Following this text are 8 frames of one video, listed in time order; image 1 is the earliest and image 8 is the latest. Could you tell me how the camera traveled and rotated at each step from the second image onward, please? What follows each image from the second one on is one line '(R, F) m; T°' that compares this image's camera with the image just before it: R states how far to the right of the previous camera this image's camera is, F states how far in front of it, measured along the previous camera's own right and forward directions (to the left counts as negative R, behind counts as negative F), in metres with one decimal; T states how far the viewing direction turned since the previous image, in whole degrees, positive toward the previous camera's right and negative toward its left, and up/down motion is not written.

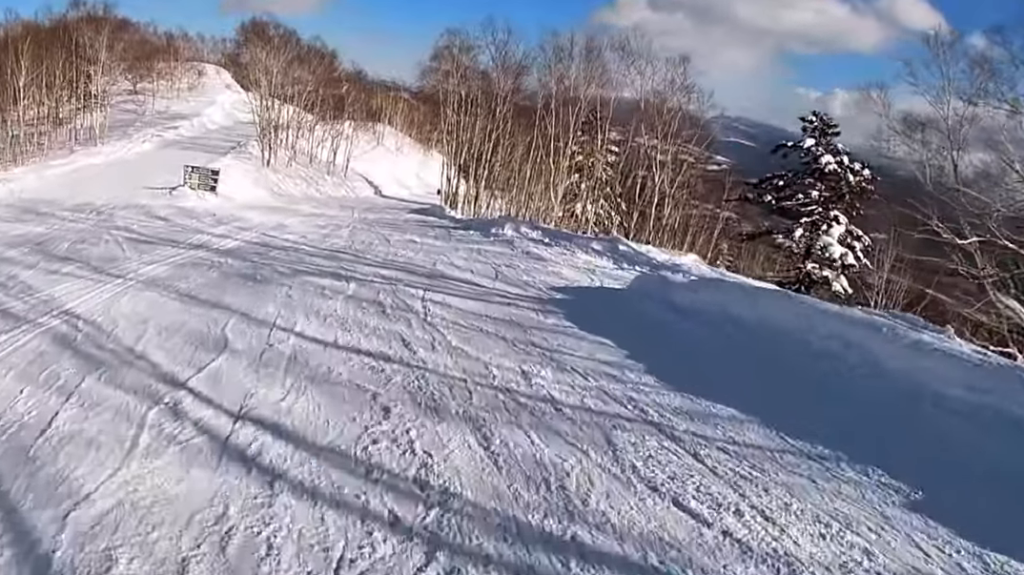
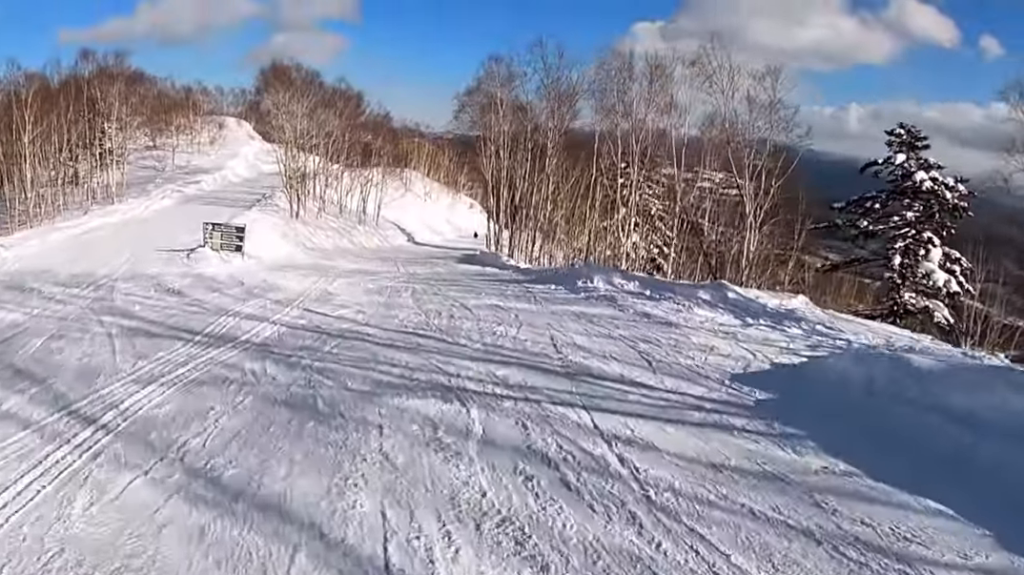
(-0.4, +3.8) m; +2°
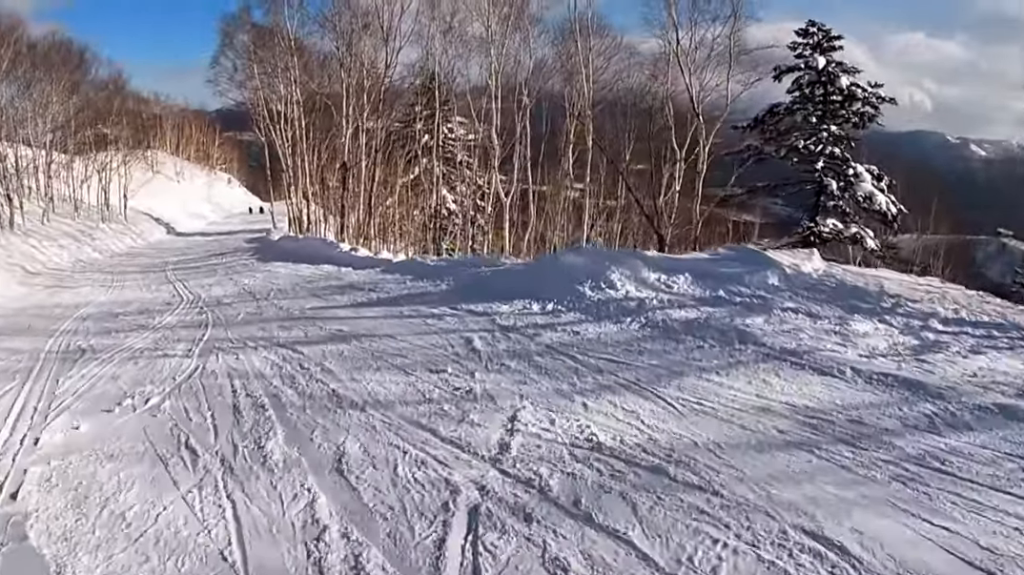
(+2.0, +9.8) m; +3°
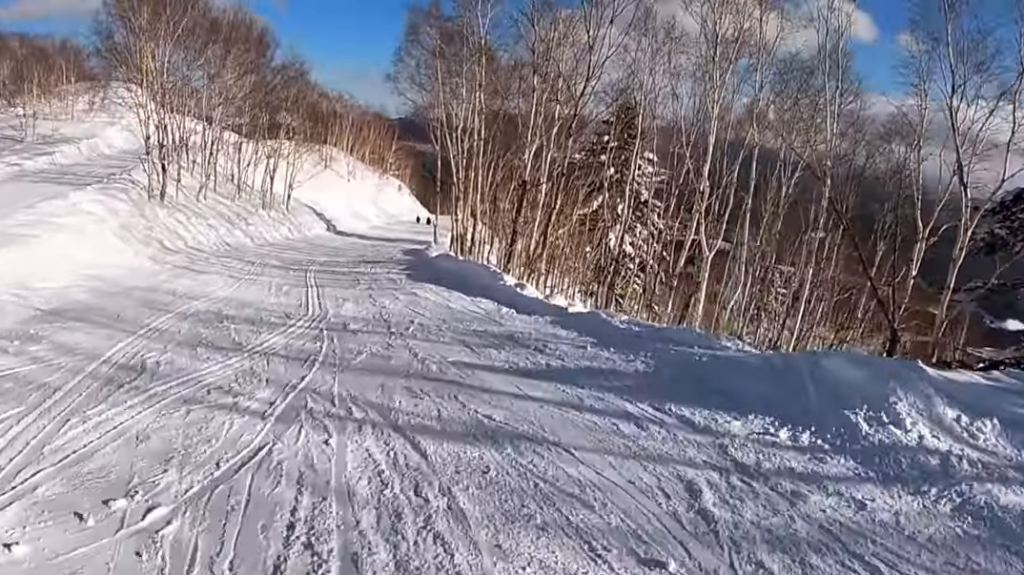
(-0.1, +2.7) m; -6°
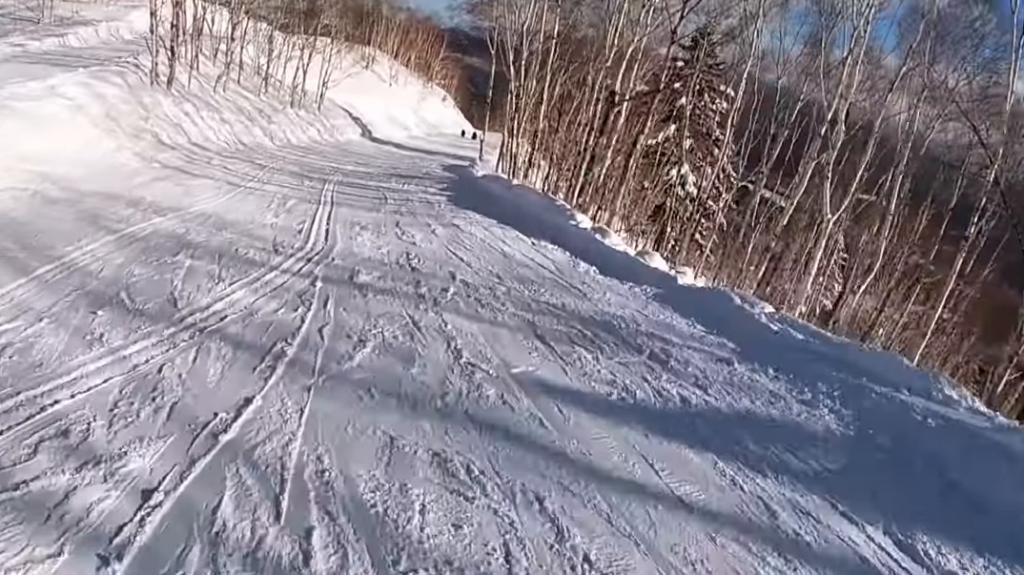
(-0.7, +3.2) m; -8°
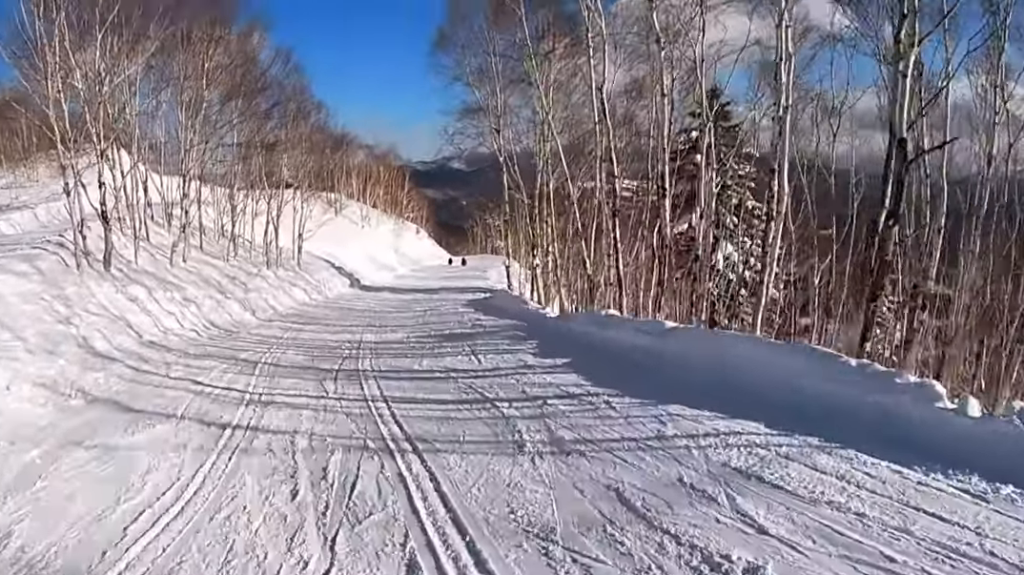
(-0.3, +6.8) m; +7°
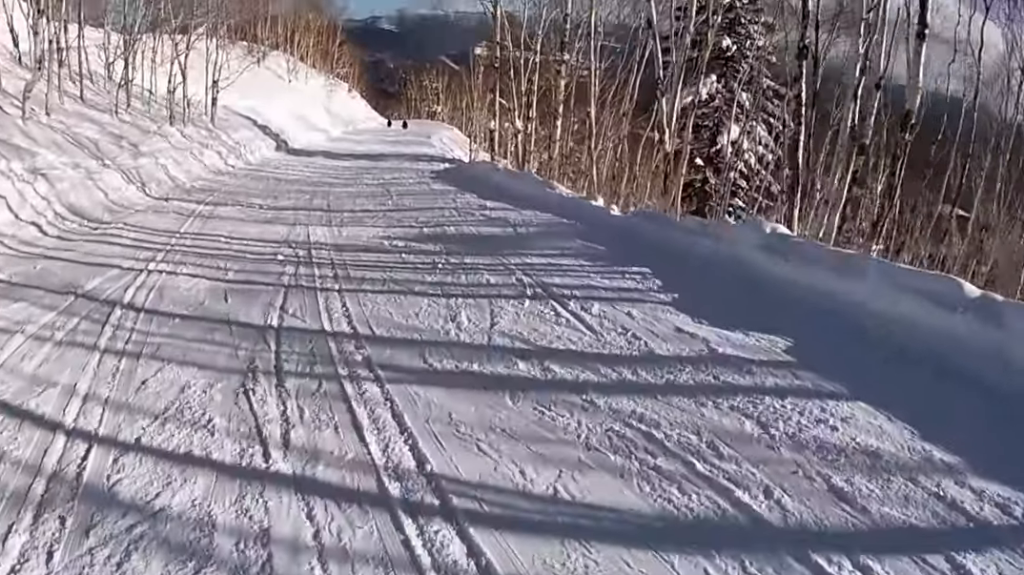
(+0.9, +5.5) m; +12°
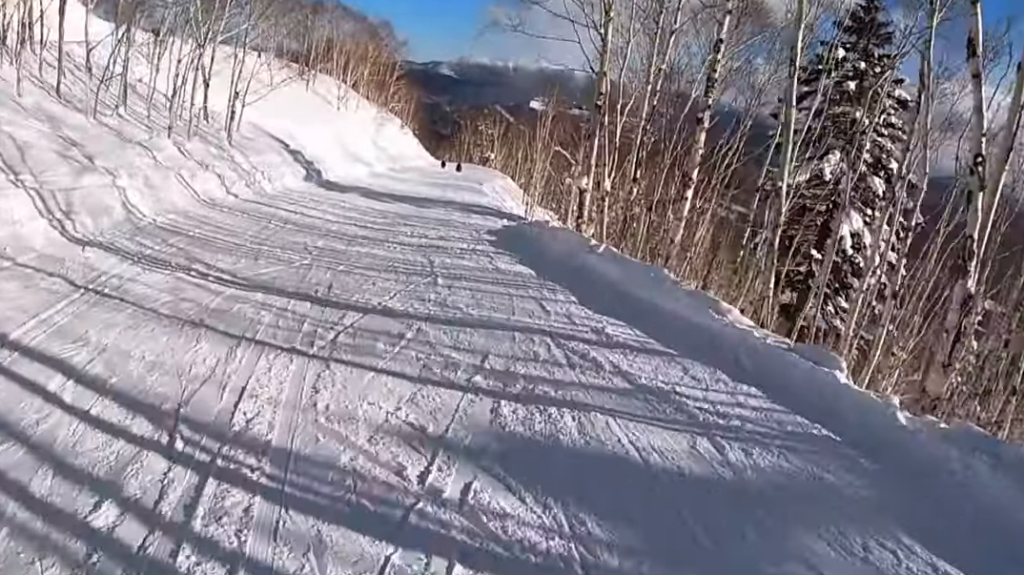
(+0.5, +5.4) m; +3°
